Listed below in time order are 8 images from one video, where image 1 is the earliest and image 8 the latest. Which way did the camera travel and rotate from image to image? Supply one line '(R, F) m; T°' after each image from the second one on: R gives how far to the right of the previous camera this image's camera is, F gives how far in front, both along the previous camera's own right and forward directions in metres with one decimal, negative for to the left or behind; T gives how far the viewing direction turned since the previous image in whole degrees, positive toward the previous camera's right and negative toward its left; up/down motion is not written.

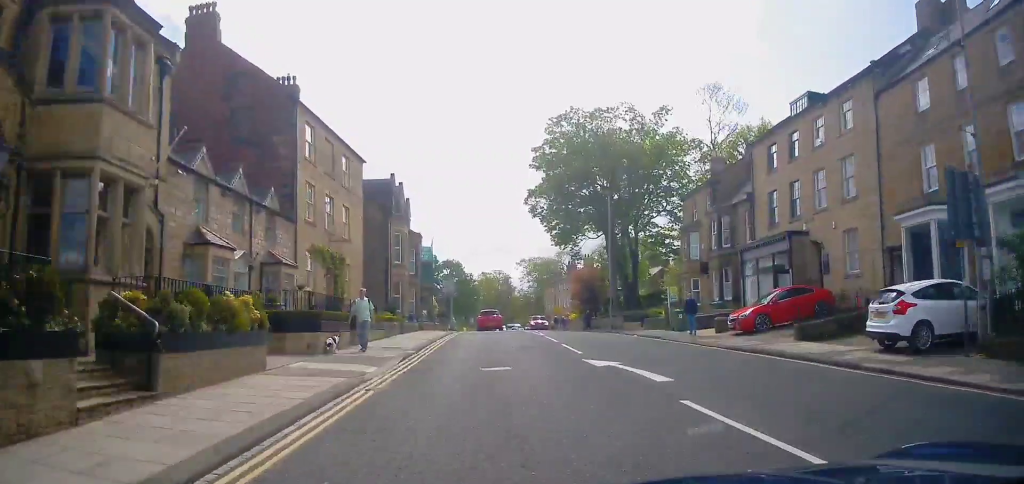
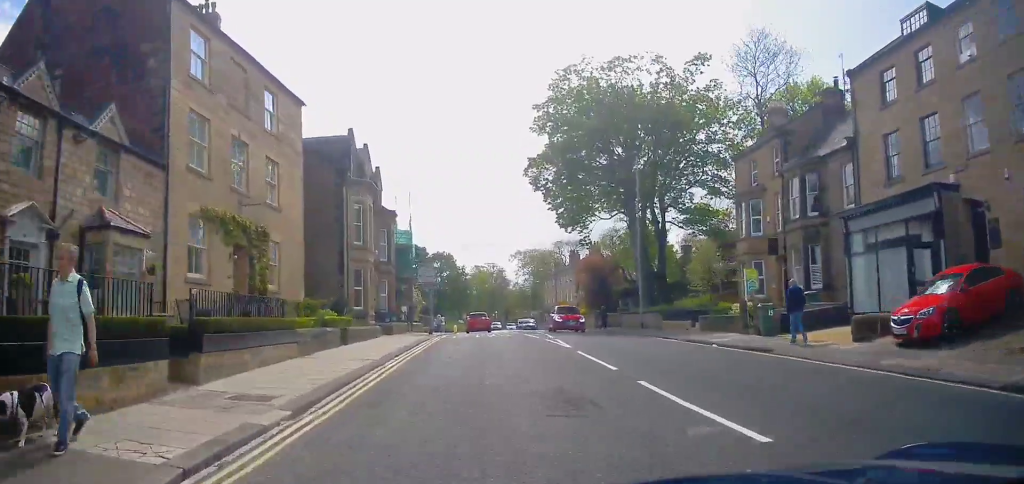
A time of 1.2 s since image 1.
(-0.5, +10.7) m; -1°
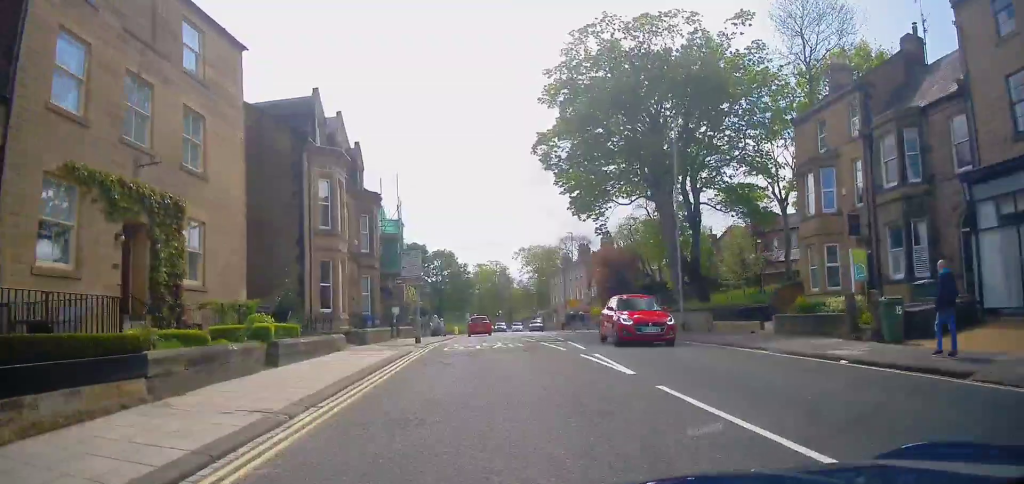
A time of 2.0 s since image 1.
(+0.3, +6.8) m; +3°
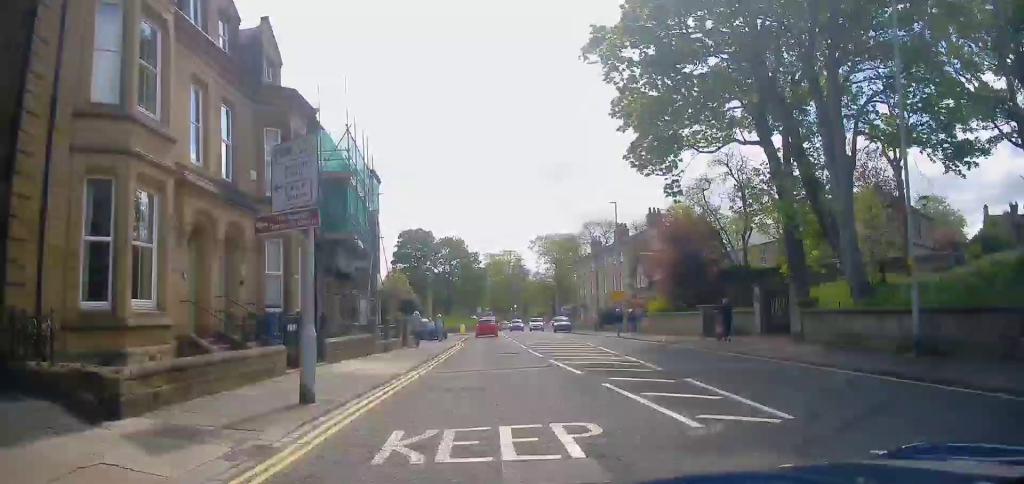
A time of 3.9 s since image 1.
(+0.1, +15.8) m; -2°
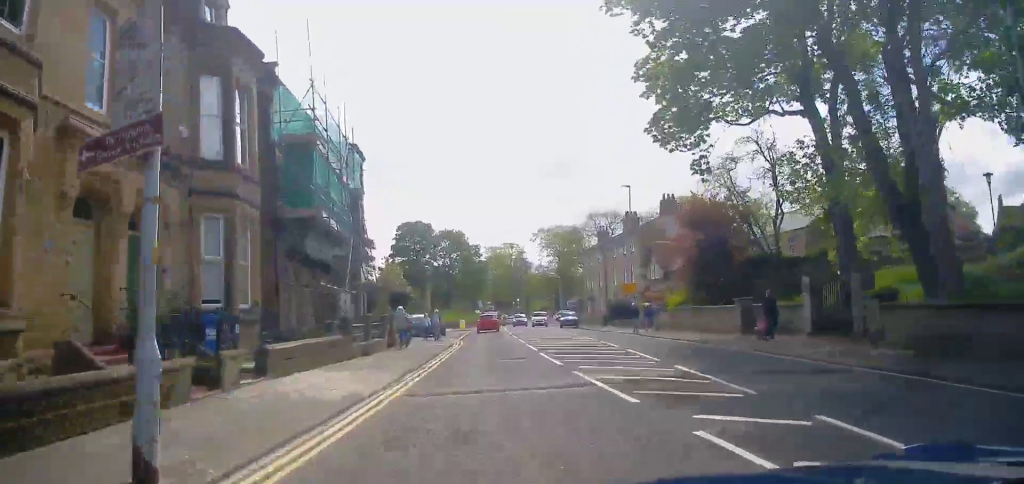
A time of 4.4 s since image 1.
(-0.1, +4.3) m; -1°
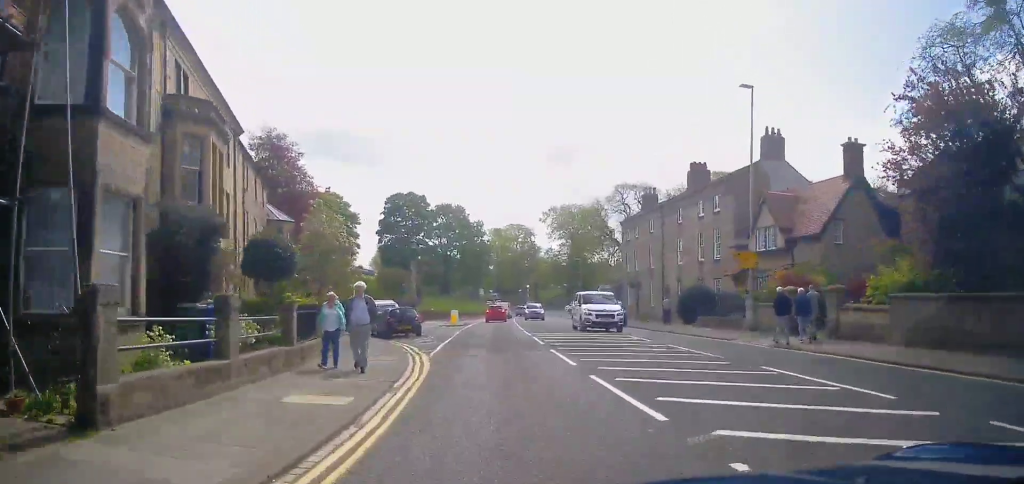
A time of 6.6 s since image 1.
(-0.3, +19.8) m; -3°
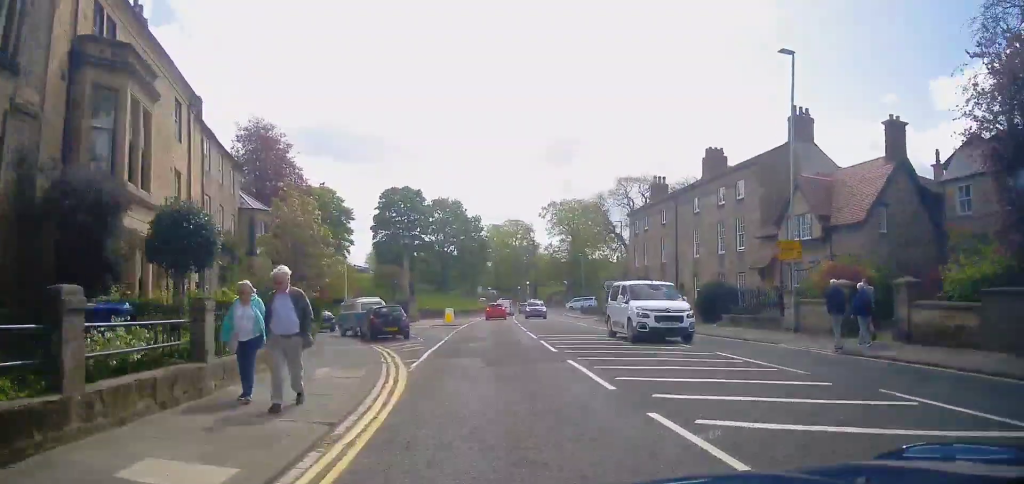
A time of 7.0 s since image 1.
(-0.2, +3.6) m; -1°
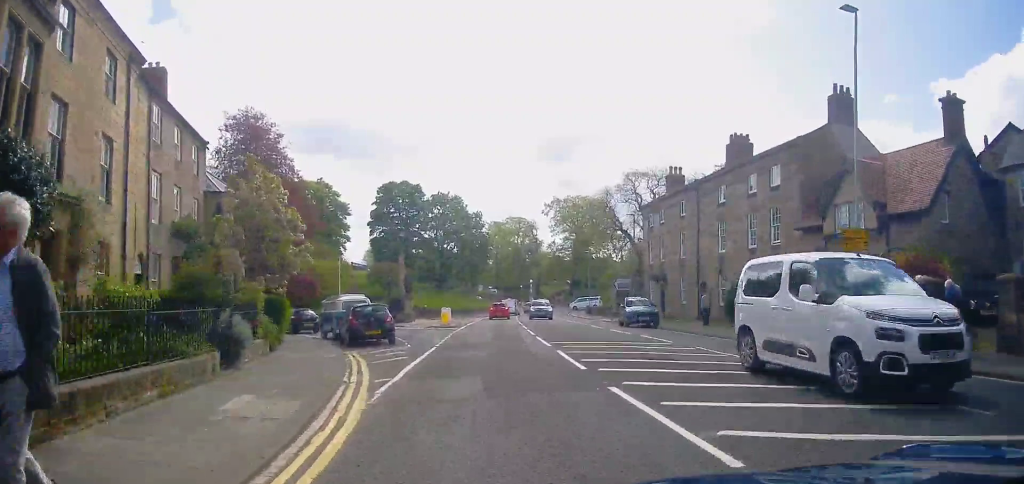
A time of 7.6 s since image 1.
(0.0, +4.4) m; +1°
